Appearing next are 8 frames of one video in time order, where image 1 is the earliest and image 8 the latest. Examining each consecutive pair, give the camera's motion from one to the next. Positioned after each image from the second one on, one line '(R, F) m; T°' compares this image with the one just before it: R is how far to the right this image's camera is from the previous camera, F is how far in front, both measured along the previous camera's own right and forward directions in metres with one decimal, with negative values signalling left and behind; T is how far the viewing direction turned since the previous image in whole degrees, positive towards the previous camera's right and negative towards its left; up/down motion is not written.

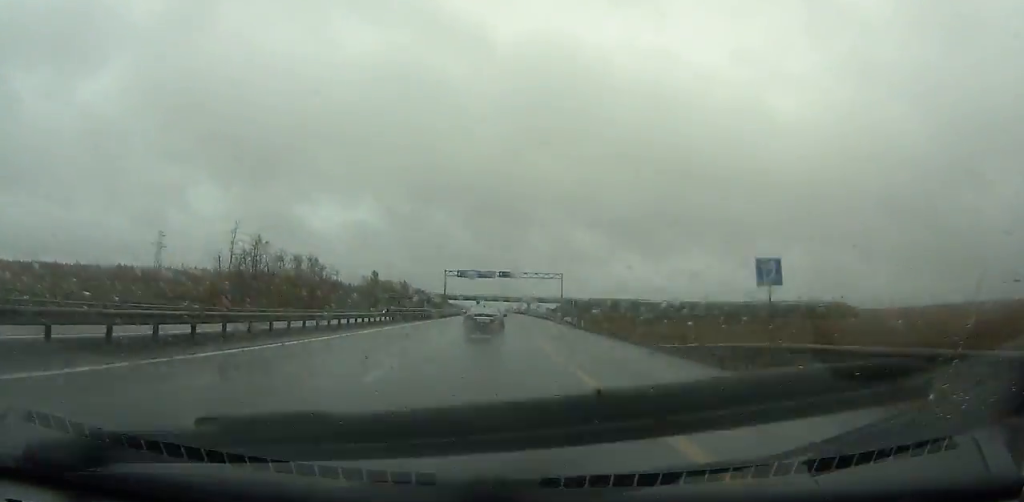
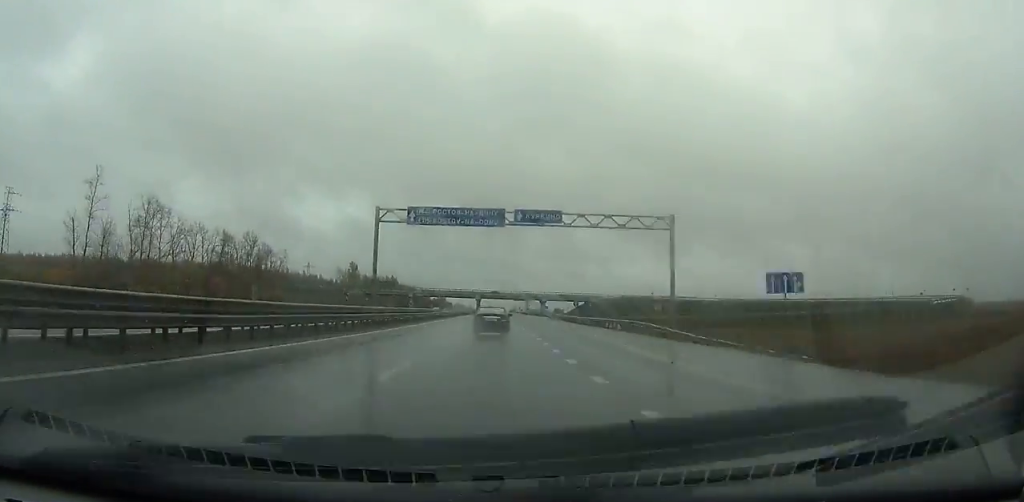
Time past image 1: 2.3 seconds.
(-0.2, +62.2) m; 0°
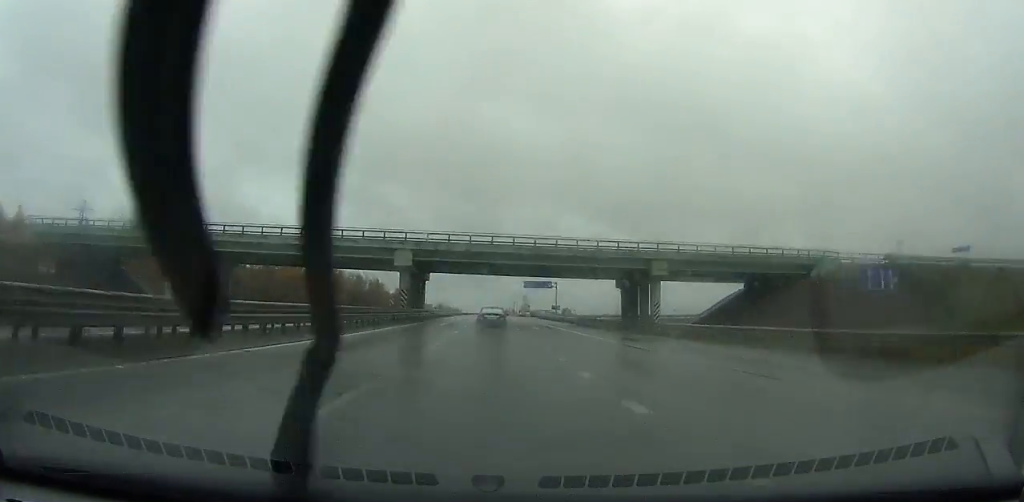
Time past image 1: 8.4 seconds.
(+0.5, +160.2) m; 0°
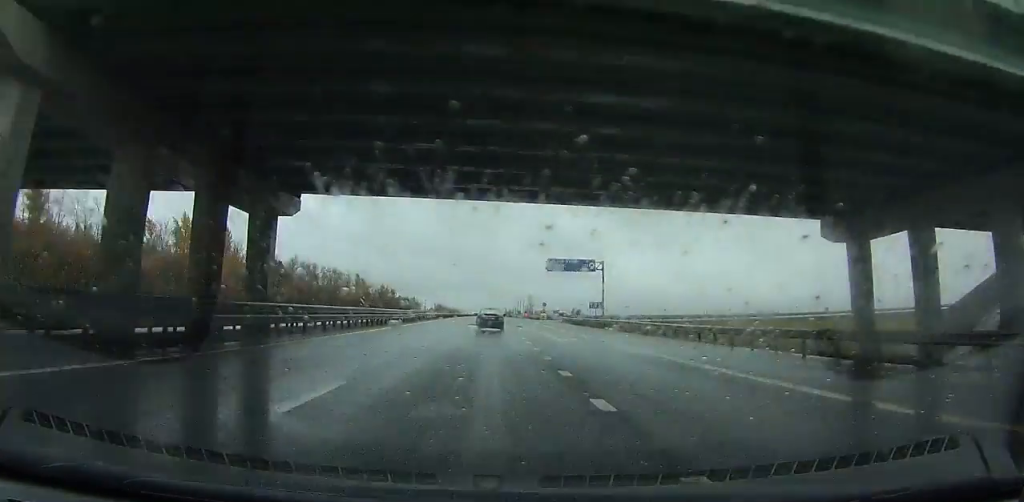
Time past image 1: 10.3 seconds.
(+0.1, +48.5) m; 0°
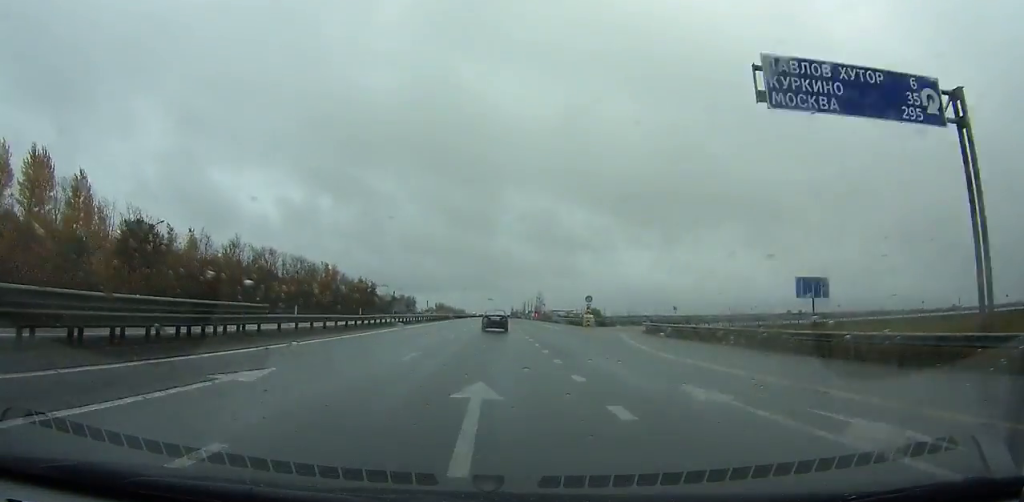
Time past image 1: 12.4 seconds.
(+0.1, +53.0) m; 0°
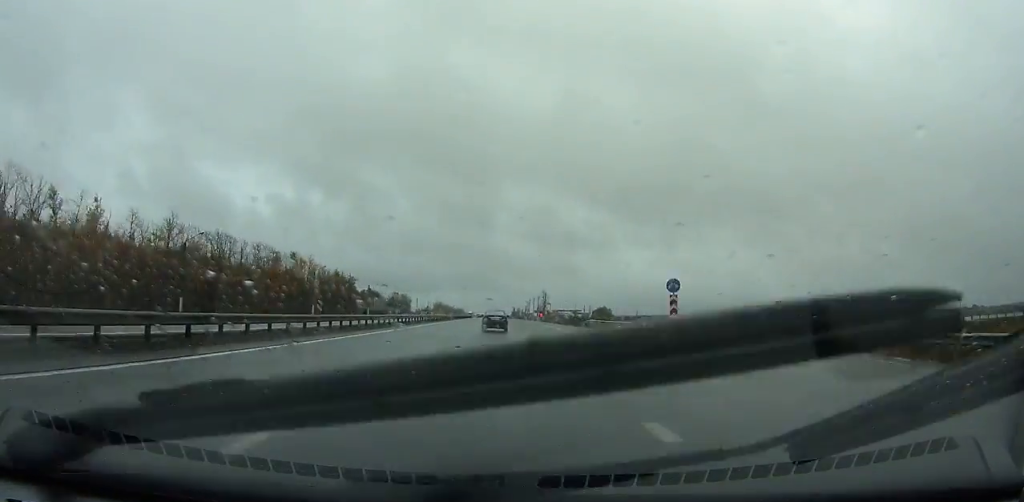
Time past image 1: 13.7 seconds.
(-0.1, +32.4) m; 0°
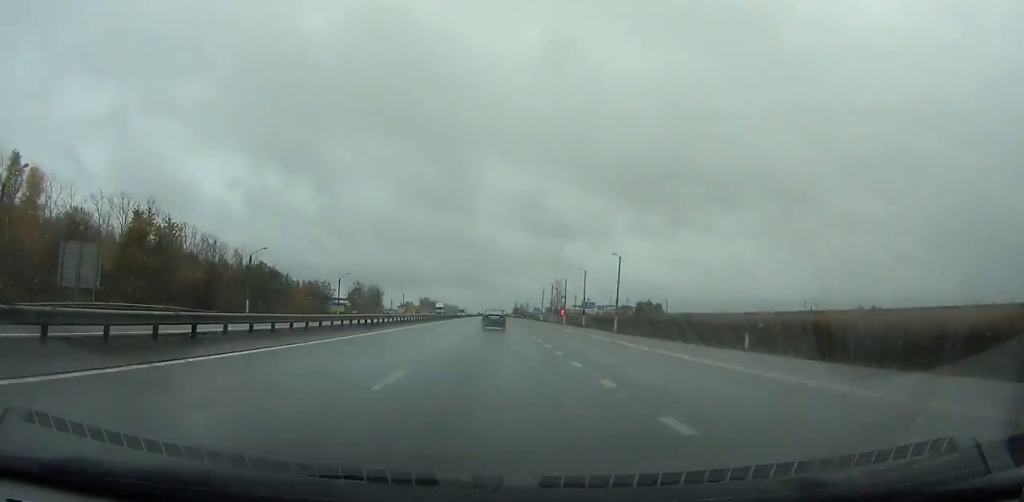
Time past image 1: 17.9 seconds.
(0.0, +104.0) m; 0°
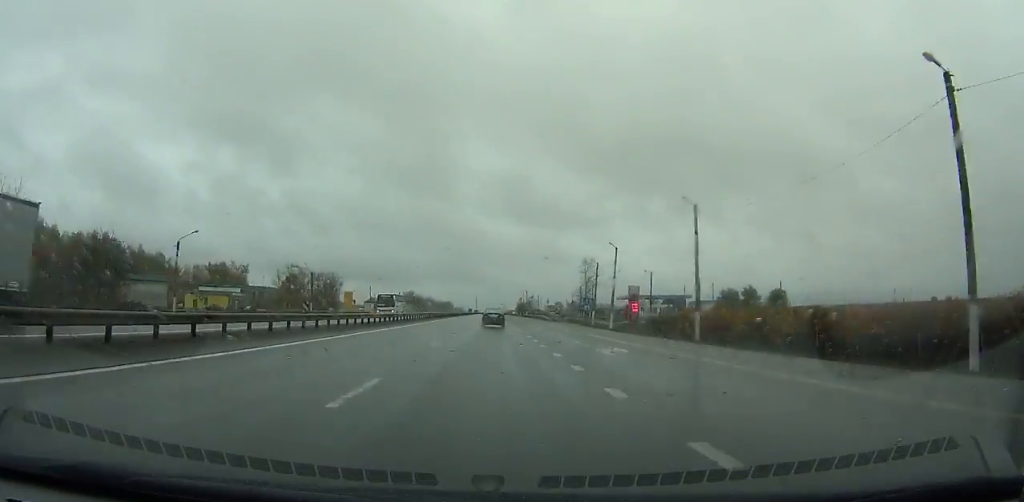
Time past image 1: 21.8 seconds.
(0.0, +96.4) m; 0°
